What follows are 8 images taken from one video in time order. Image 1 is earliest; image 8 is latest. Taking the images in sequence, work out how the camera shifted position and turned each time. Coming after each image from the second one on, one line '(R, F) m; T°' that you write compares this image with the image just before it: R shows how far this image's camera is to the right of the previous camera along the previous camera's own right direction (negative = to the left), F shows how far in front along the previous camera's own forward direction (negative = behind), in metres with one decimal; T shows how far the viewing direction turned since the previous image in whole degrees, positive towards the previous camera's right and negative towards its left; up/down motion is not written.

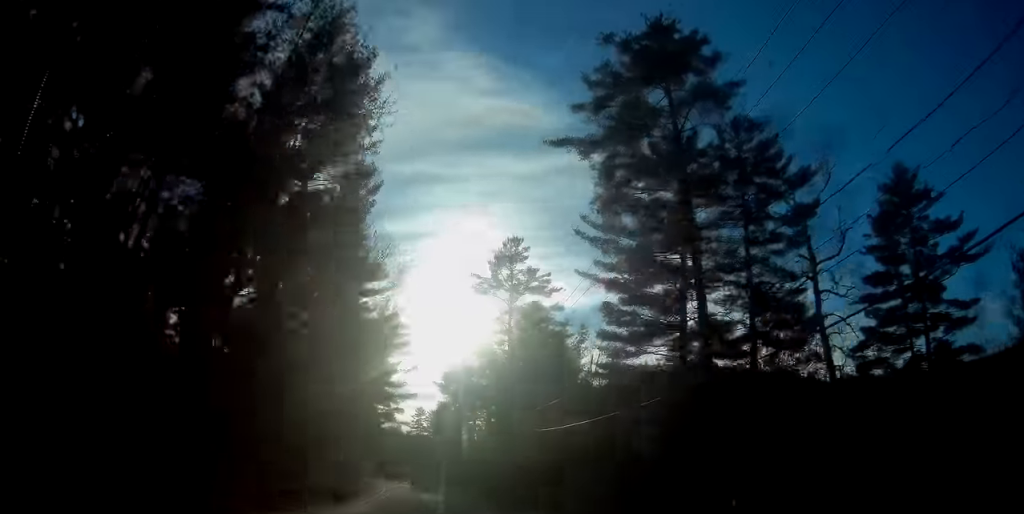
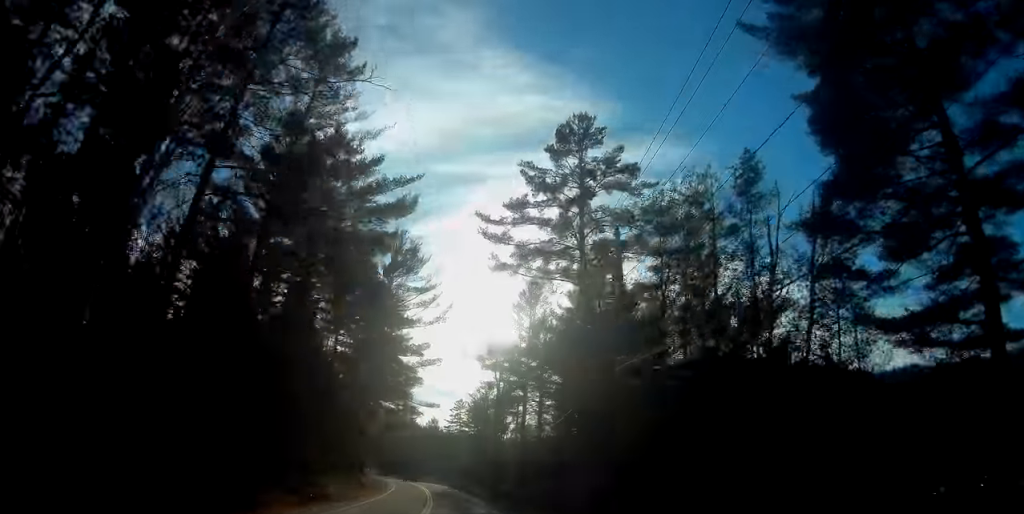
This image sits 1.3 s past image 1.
(-1.1, +25.7) m; -4°
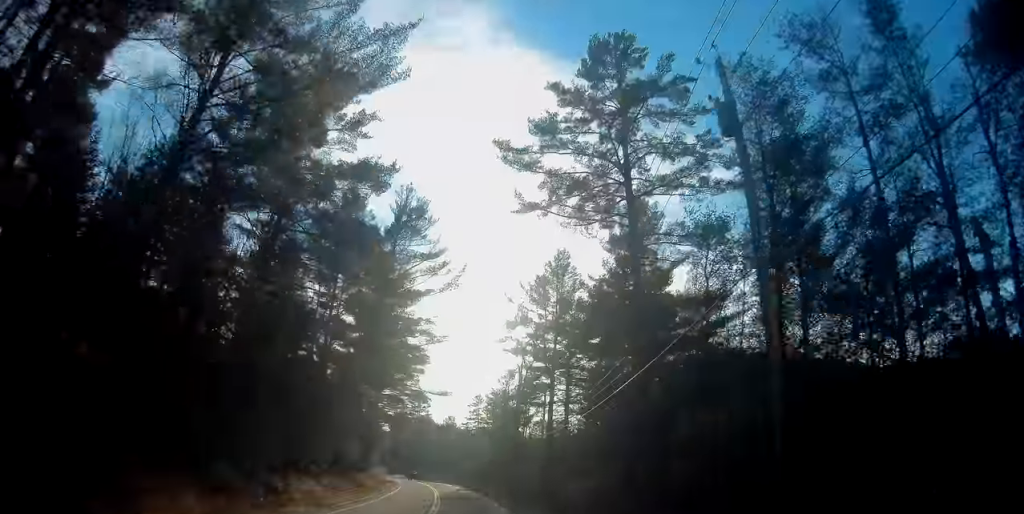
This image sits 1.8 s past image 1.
(0.0, +10.0) m; -1°
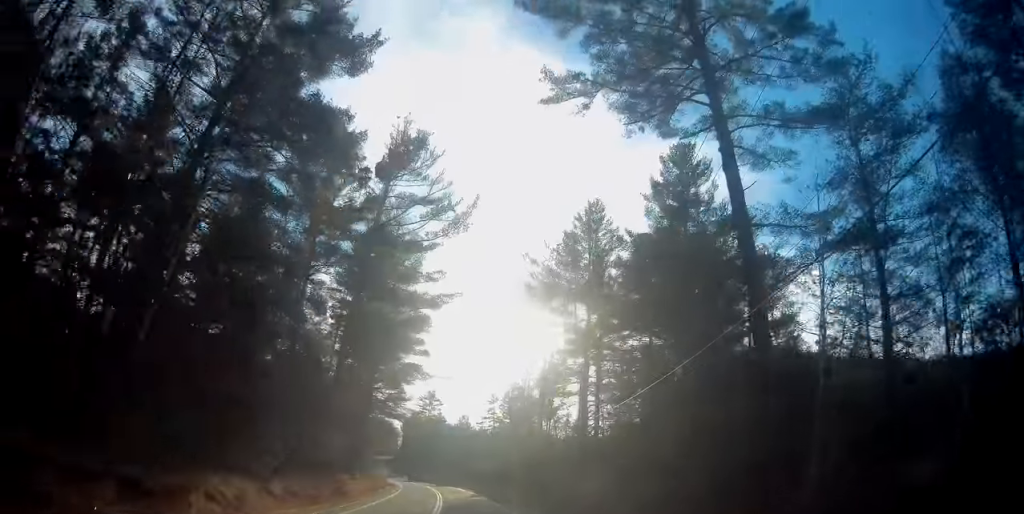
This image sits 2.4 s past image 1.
(-0.3, +12.0) m; -2°
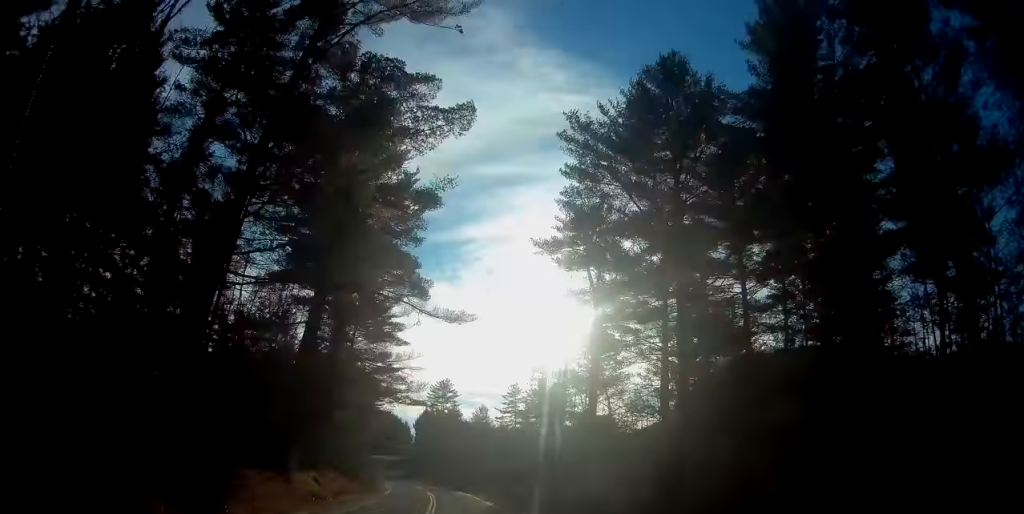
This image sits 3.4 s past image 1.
(-0.5, +20.8) m; -4°
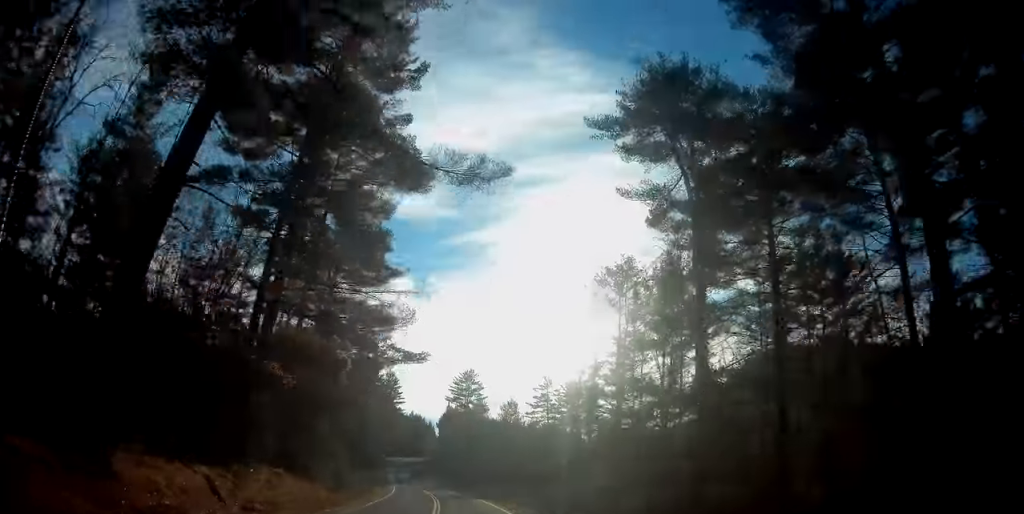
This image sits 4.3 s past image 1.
(-0.5, +16.9) m; -2°
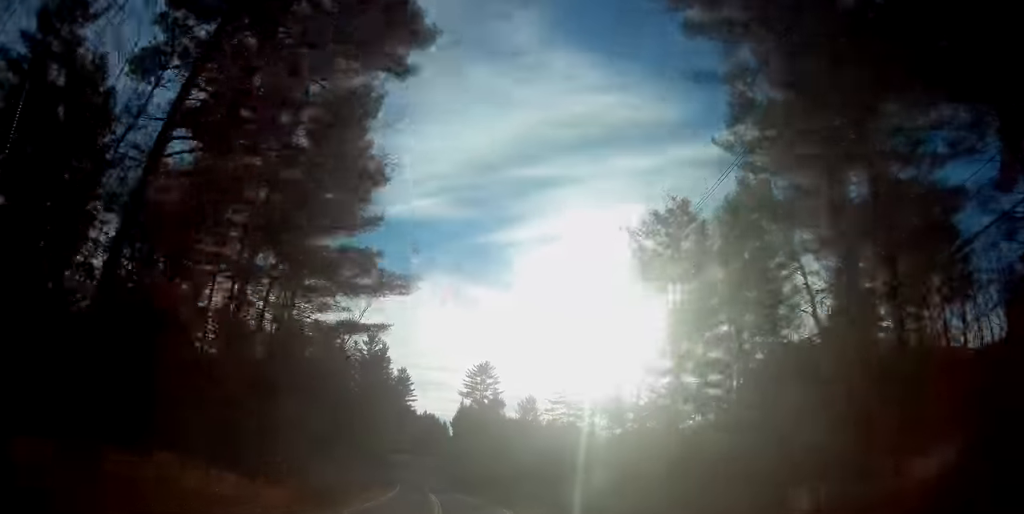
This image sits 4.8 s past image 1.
(-0.2, +10.2) m; -1°
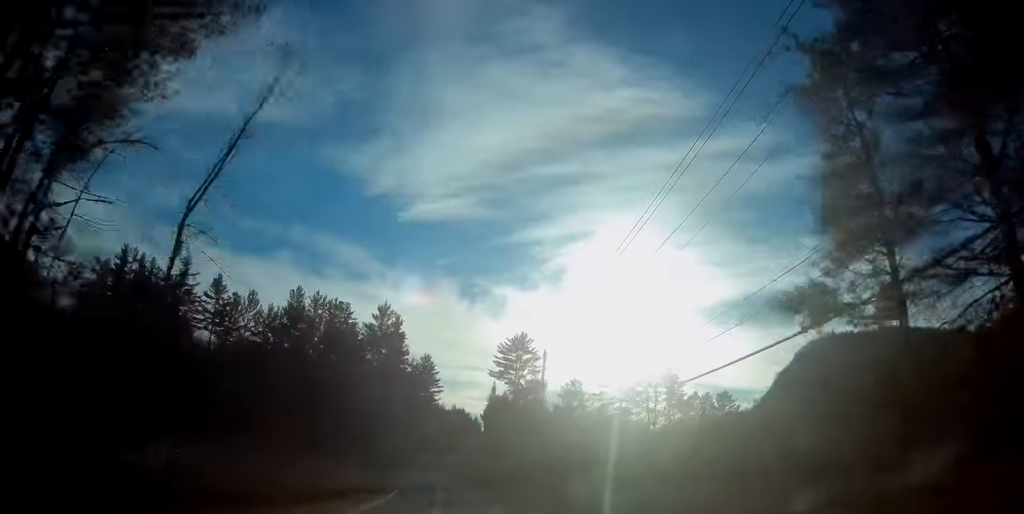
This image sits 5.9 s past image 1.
(-0.3, +23.9) m; -2°
